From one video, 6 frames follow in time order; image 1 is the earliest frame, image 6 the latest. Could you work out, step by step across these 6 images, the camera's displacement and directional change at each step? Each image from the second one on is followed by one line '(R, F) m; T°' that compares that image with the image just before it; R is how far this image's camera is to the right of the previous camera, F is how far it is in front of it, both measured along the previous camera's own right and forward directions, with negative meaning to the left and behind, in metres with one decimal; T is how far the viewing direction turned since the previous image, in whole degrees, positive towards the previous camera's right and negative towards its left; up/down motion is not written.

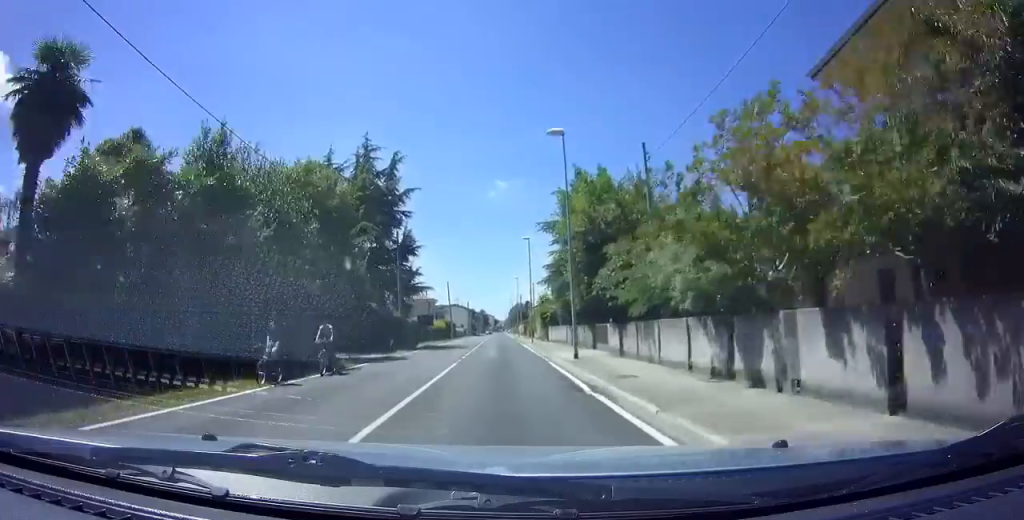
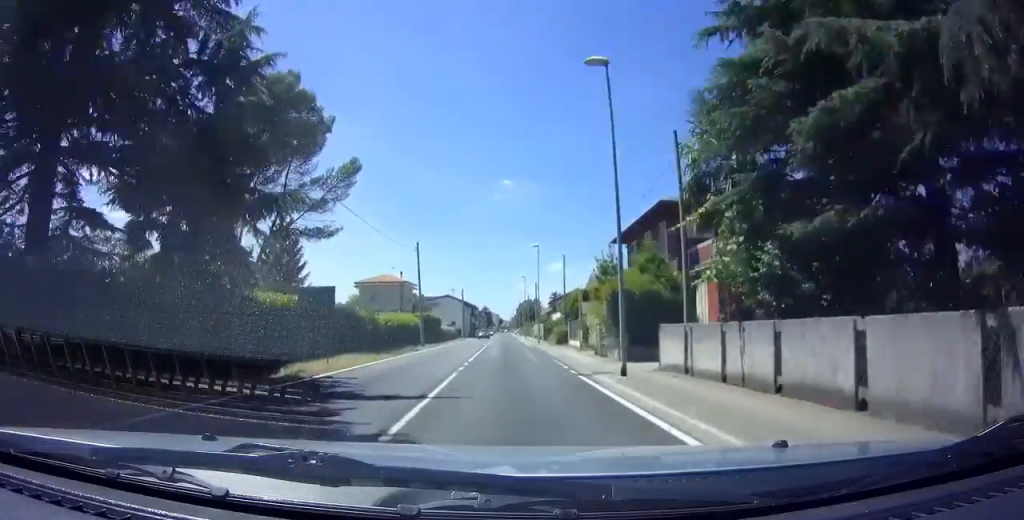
(+0.9, +29.7) m; 0°
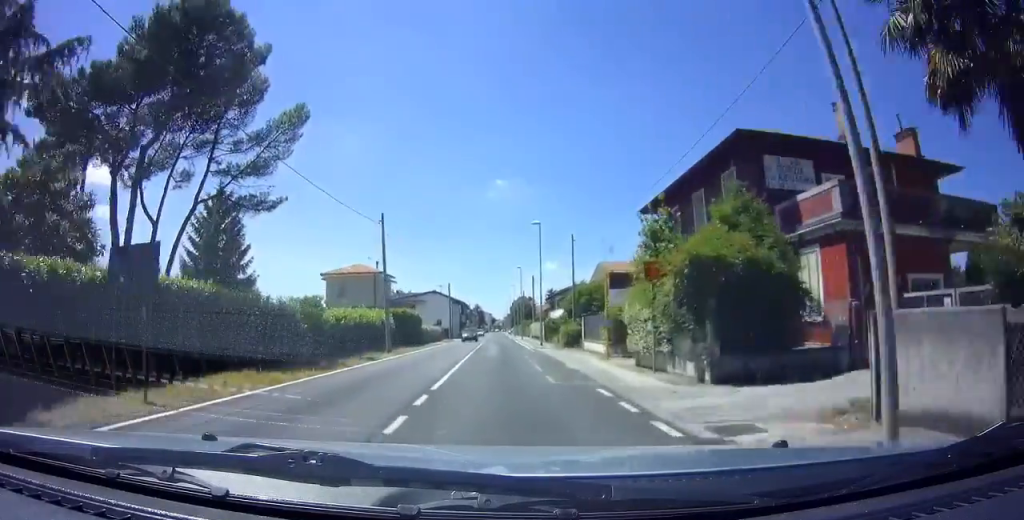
(-0.2, +10.1) m; 0°
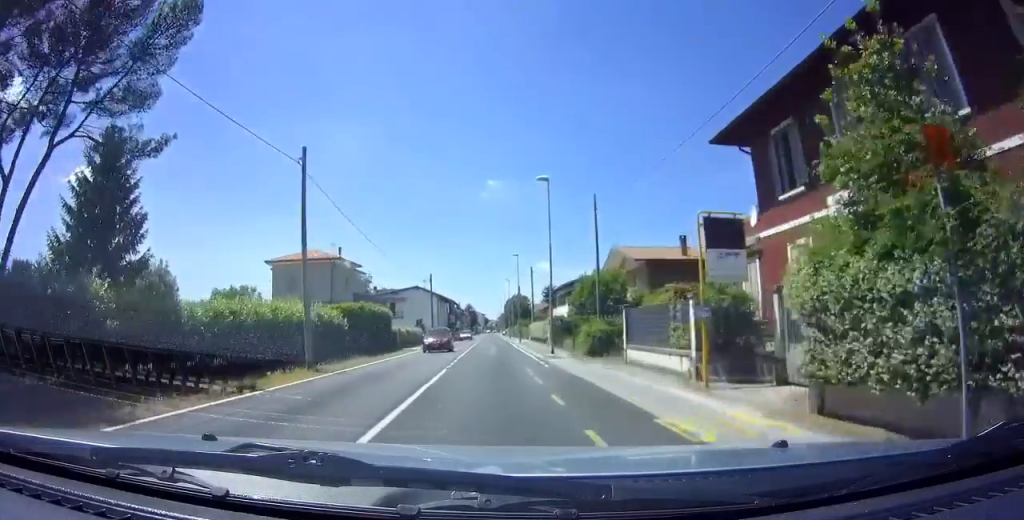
(-0.3, +11.2) m; 0°
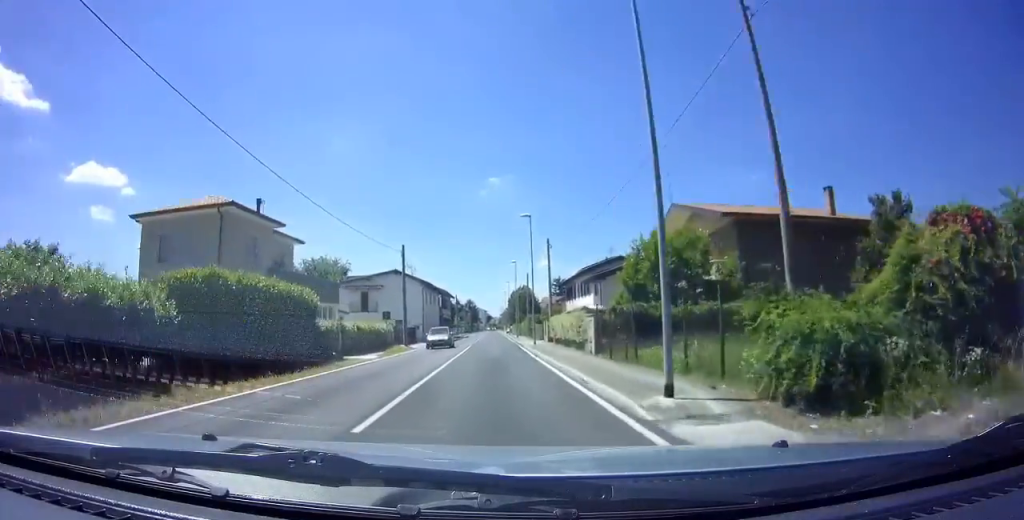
(+0.4, +16.8) m; 0°
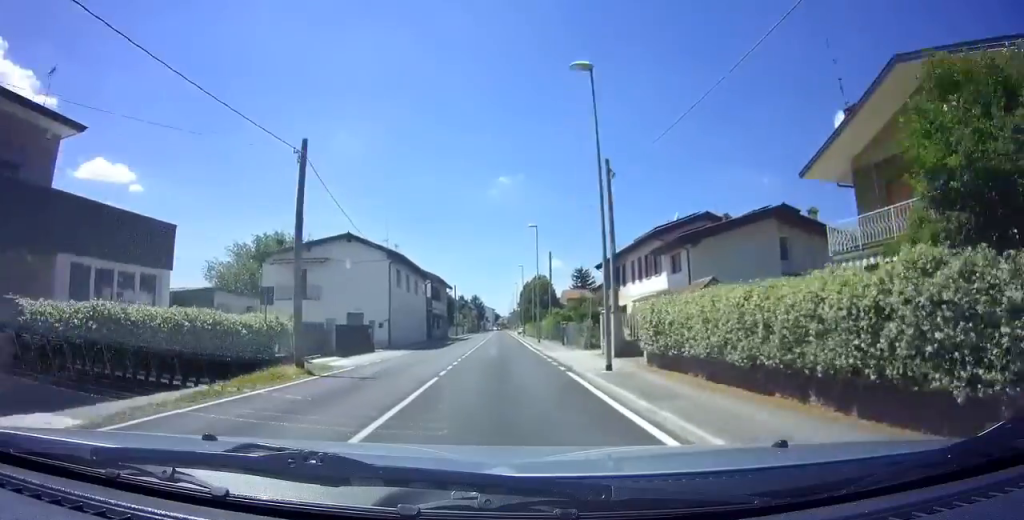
(-0.3, +20.6) m; 0°
